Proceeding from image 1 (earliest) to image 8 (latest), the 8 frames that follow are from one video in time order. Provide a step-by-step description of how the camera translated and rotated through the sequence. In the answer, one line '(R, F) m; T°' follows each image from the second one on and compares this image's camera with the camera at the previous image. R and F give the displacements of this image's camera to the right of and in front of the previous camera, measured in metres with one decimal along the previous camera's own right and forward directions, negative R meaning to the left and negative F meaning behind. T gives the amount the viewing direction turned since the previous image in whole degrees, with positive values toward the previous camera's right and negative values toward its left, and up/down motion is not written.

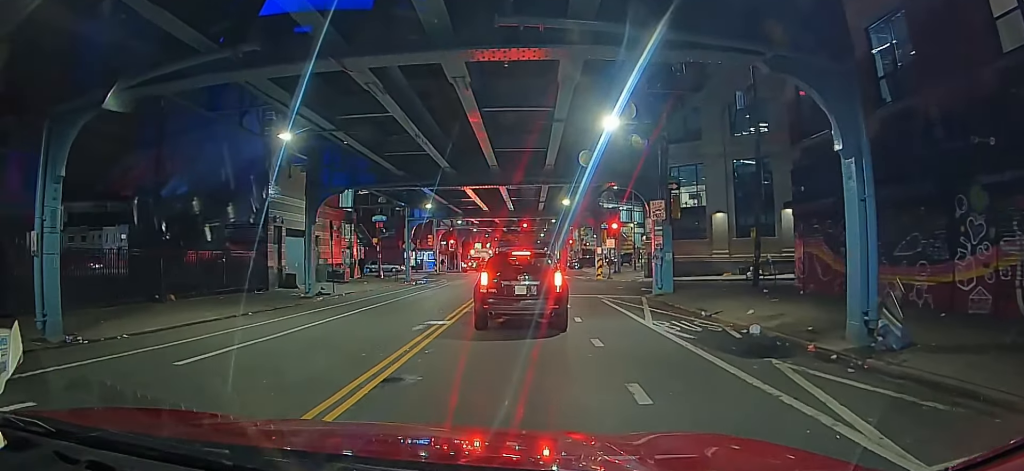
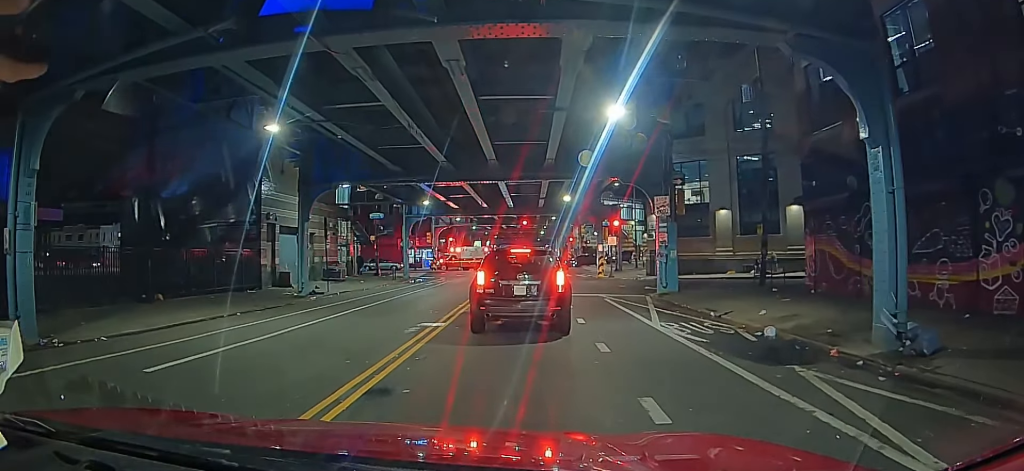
(0.0, +1.1) m; 0°
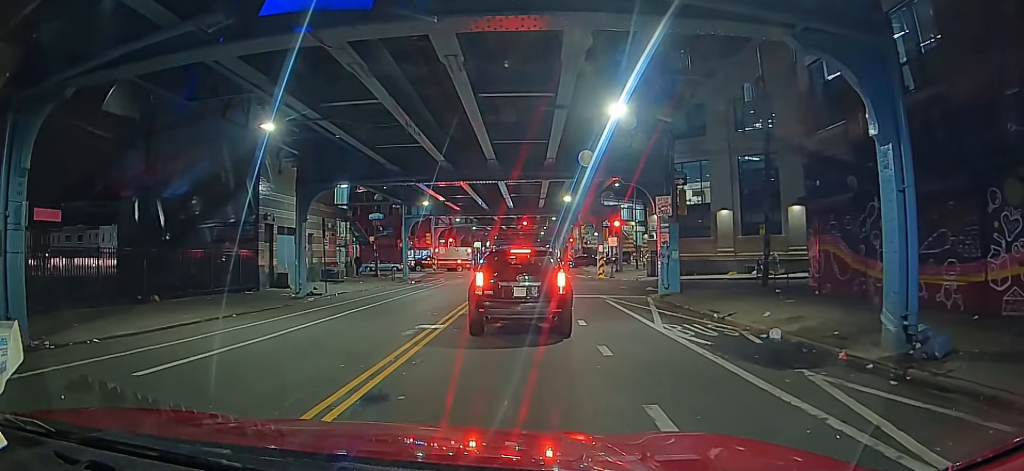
(-0.1, +0.5) m; 0°
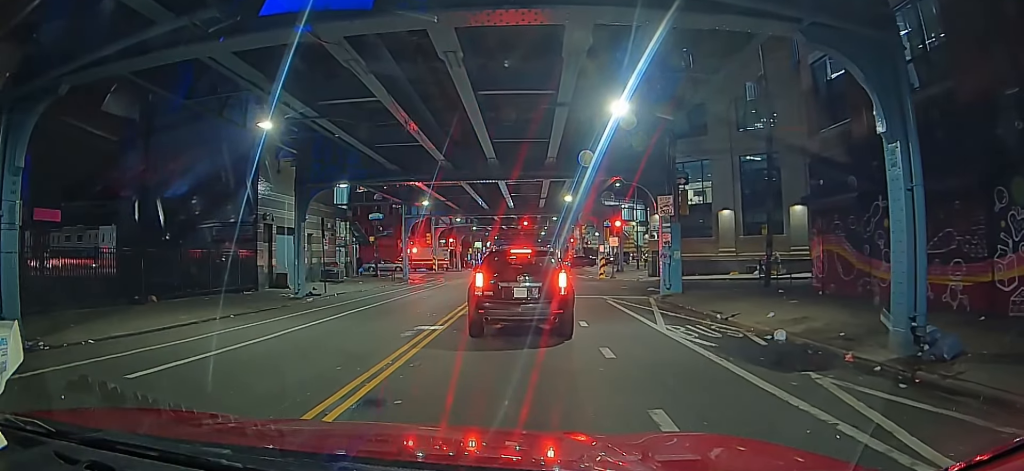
(-0.1, +0.5) m; 0°
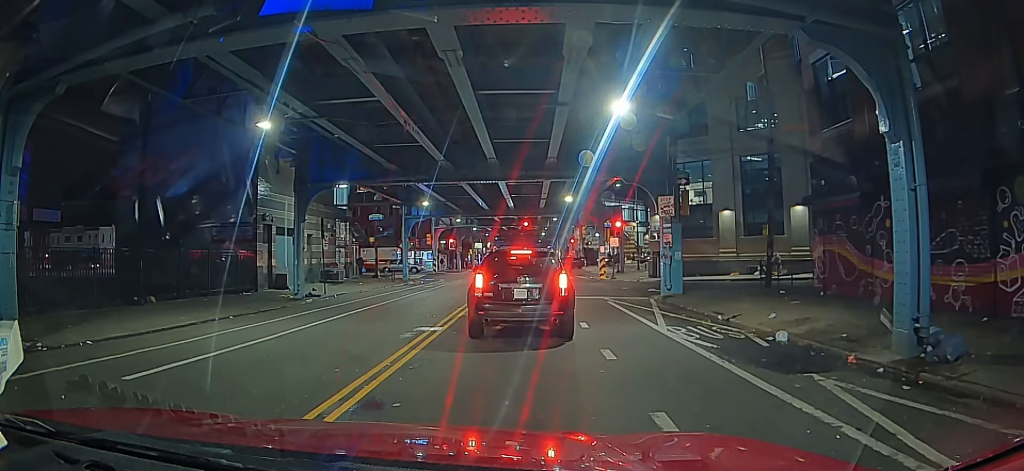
(0.0, +0.6) m; 0°
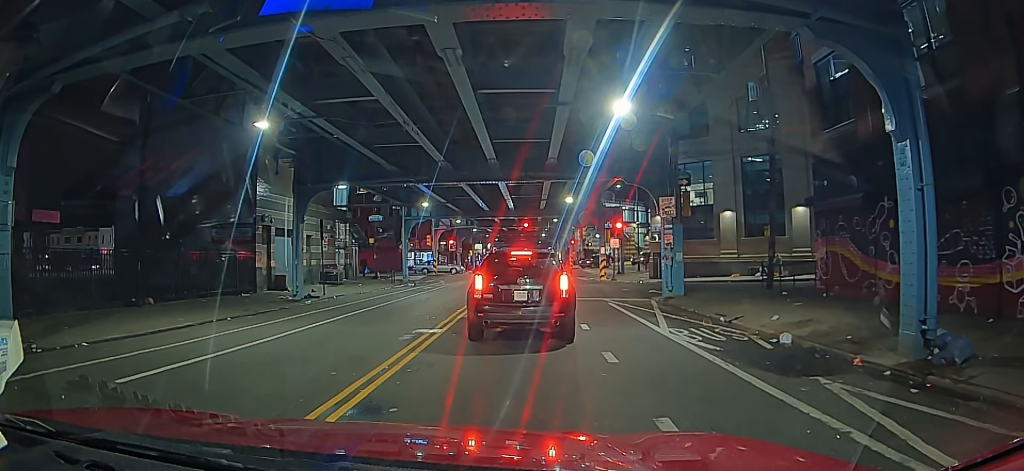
(0.0, +0.8) m; 0°
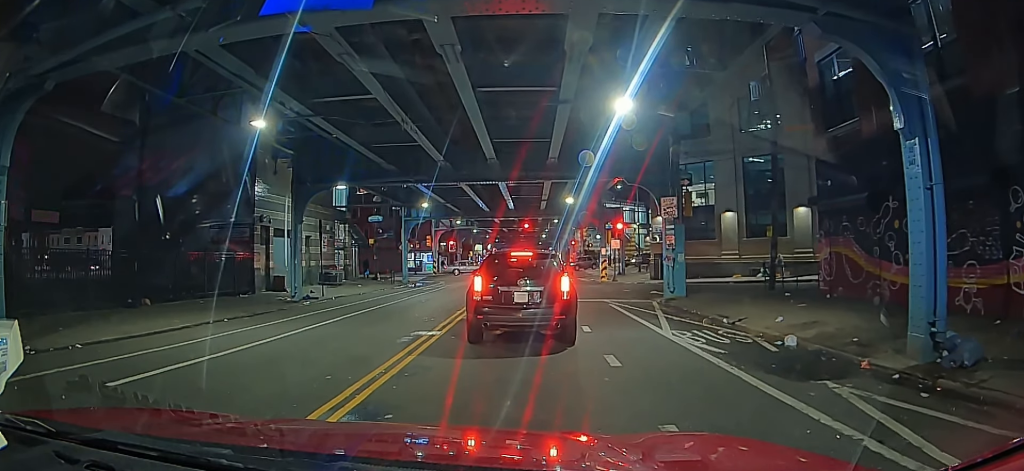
(0.0, +0.5) m; 0°
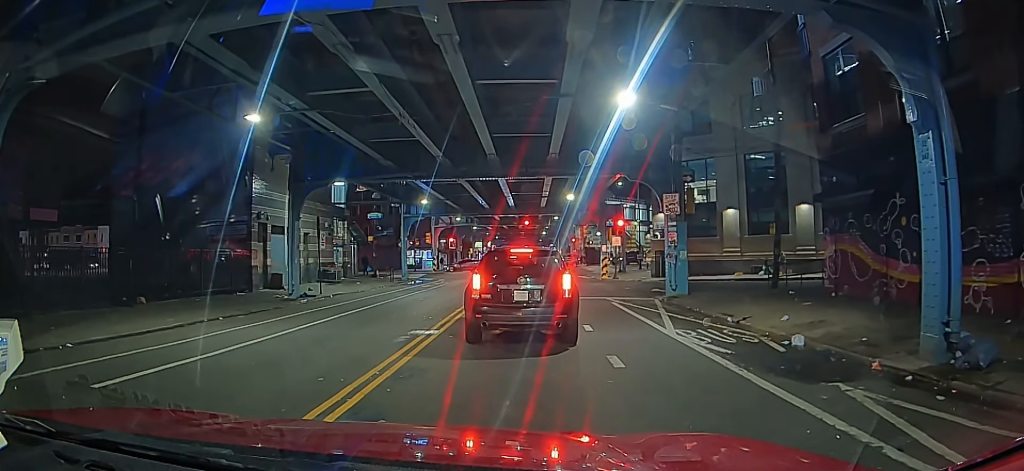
(0.0, +0.5) m; 0°
